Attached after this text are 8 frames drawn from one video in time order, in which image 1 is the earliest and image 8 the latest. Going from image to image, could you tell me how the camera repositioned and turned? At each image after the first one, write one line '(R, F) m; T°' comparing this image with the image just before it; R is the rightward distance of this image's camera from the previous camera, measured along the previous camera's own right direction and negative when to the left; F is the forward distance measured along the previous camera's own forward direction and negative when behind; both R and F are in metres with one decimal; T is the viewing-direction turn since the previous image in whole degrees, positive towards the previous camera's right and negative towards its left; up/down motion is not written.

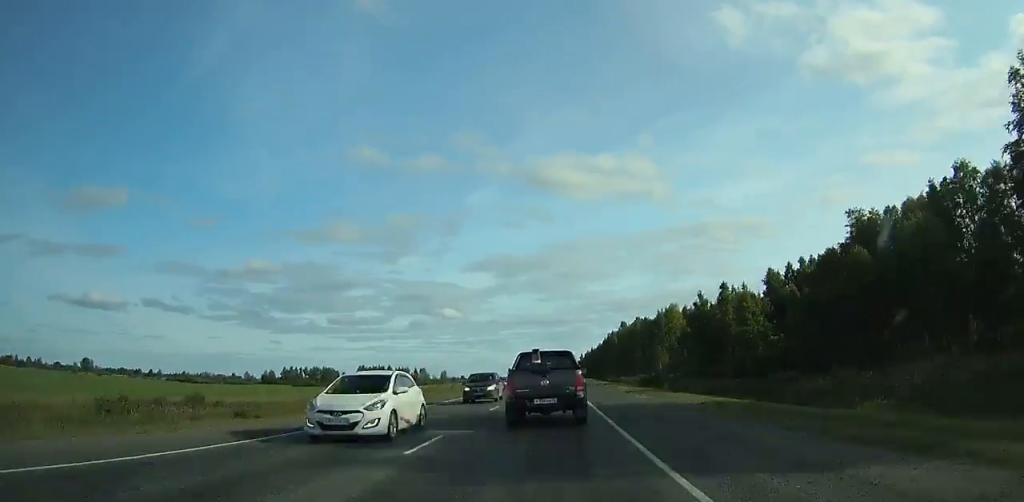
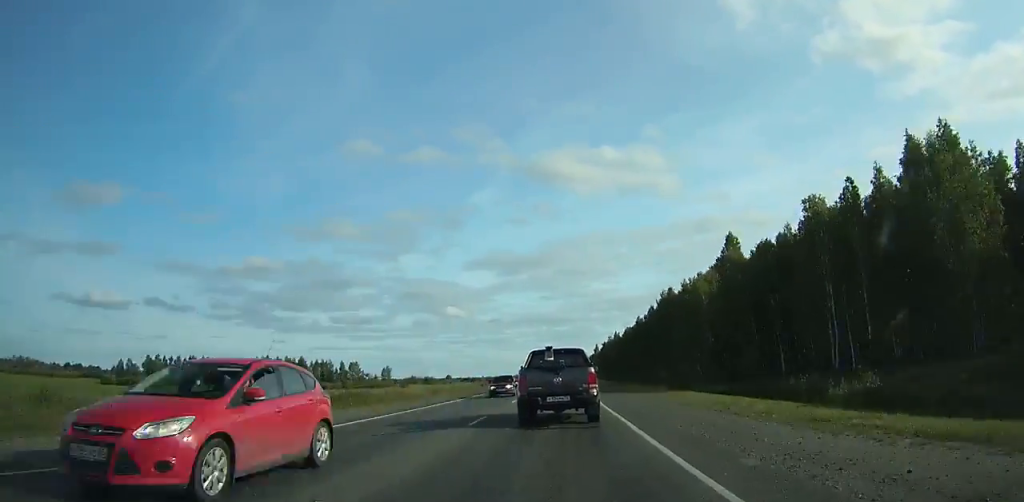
(-0.4, +125.9) m; 0°
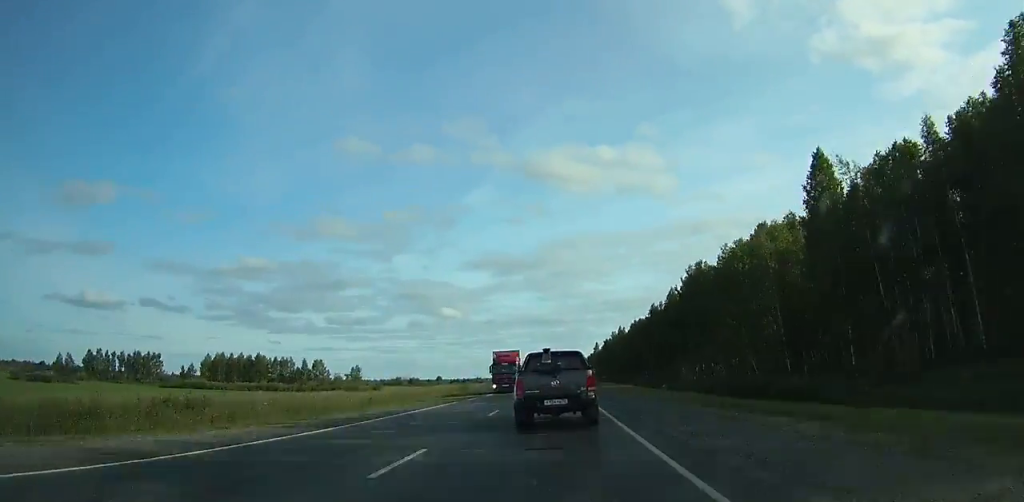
(0.0, +31.4) m; 0°
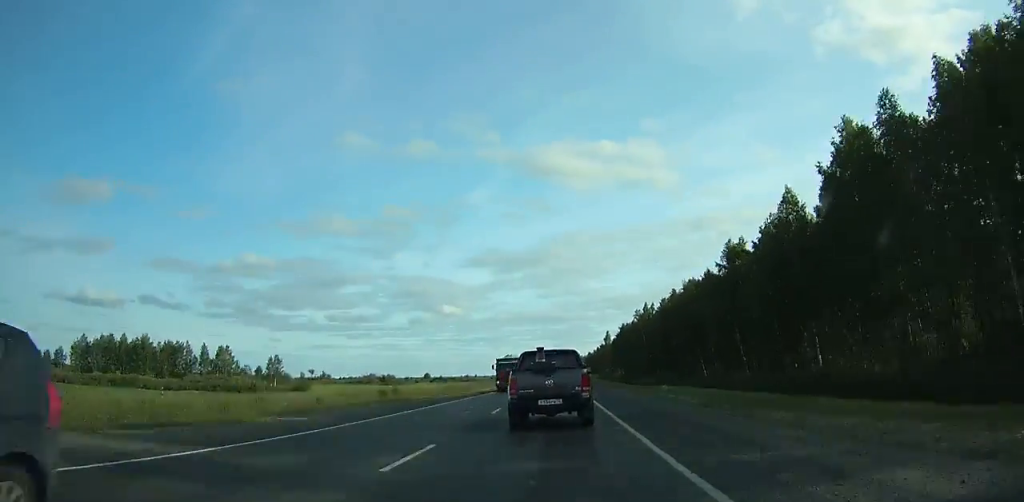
(-0.1, +60.5) m; 0°
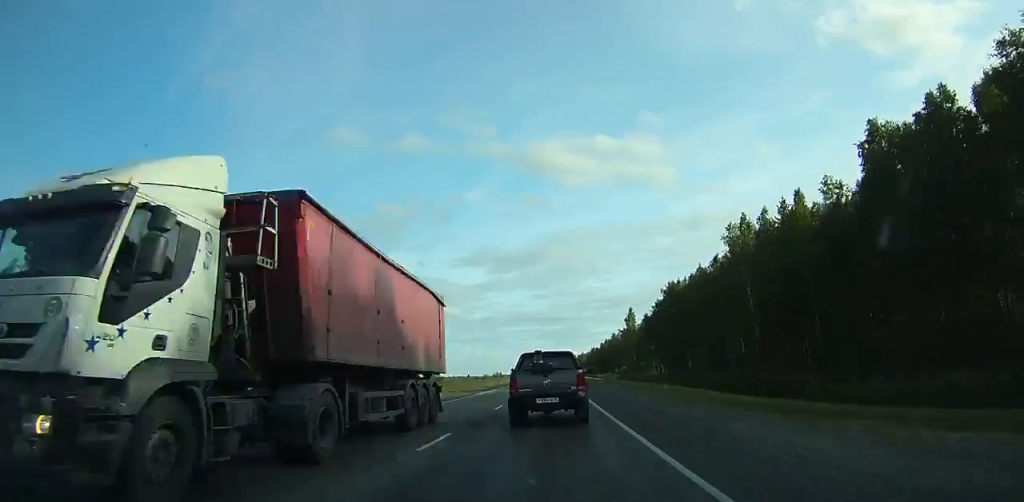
(-0.1, +83.0) m; 0°
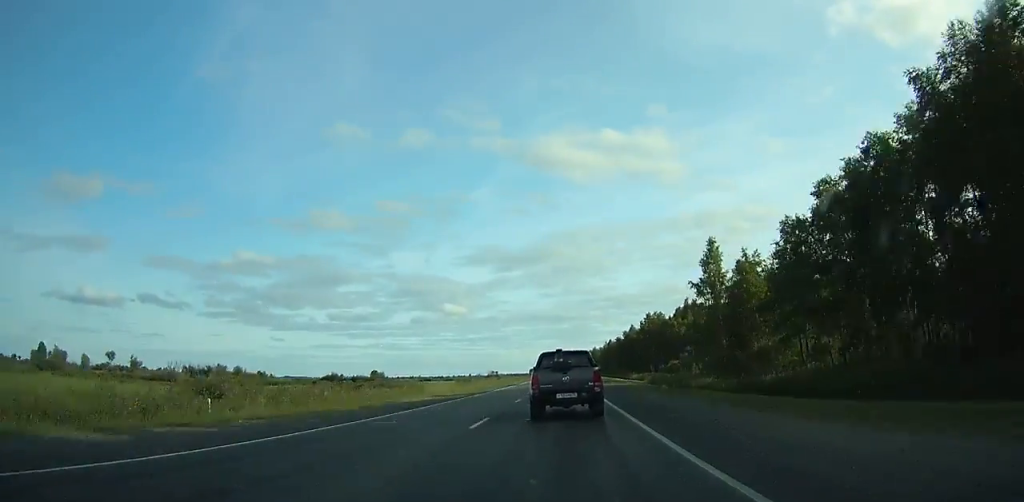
(+0.1, +81.2) m; 0°
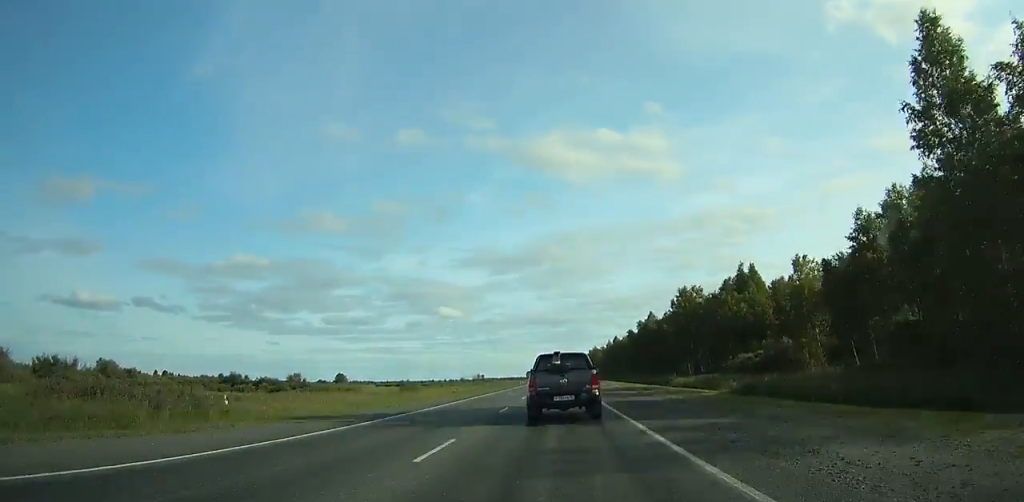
(-0.2, +52.4) m; 0°
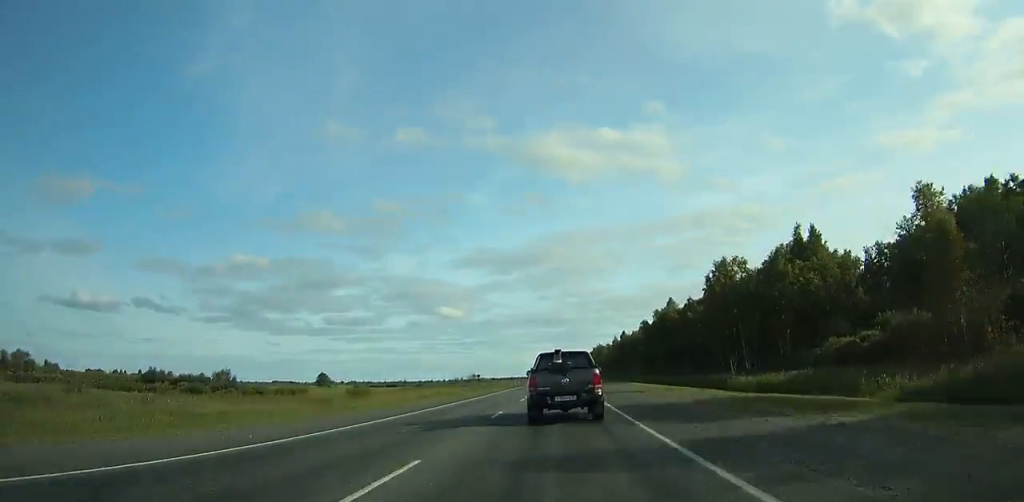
(0.0, +27.5) m; 0°
